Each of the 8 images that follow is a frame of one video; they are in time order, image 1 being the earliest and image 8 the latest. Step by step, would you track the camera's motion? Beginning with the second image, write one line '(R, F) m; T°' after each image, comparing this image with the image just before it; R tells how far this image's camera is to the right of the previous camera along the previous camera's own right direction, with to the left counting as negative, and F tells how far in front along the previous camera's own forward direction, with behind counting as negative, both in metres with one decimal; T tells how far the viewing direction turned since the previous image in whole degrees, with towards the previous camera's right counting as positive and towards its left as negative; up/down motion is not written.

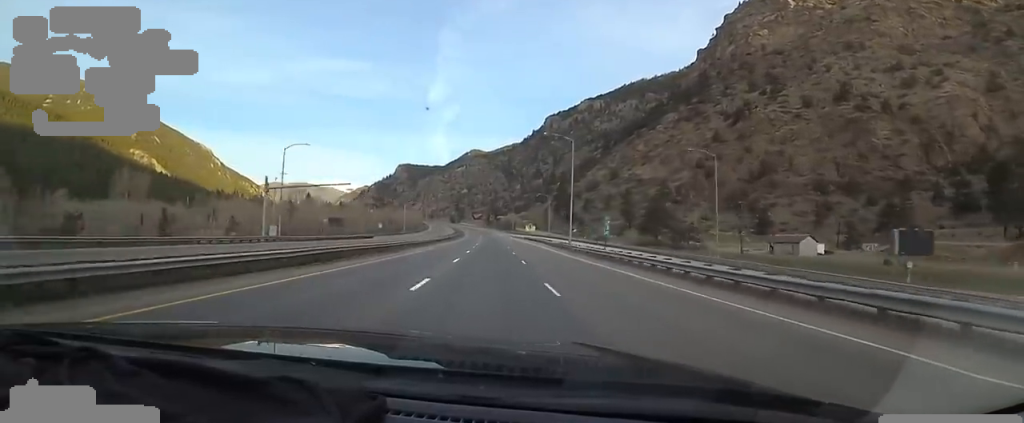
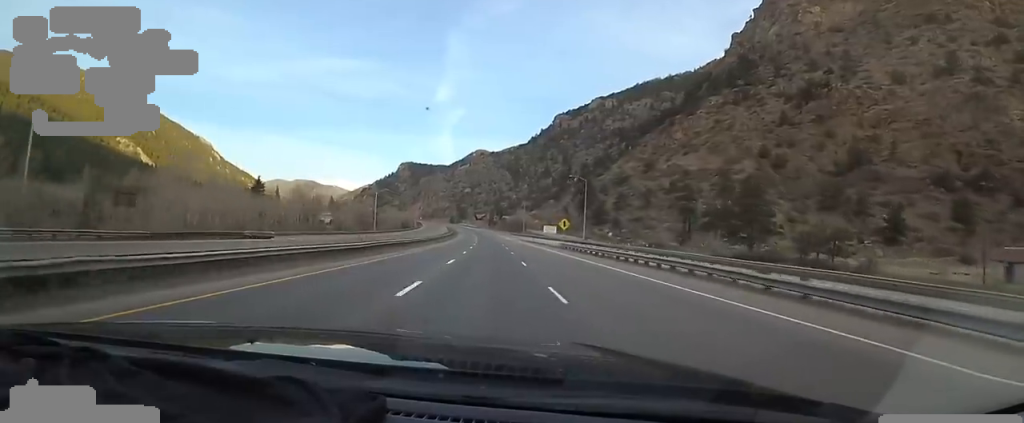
(-3.5, +51.4) m; -6°
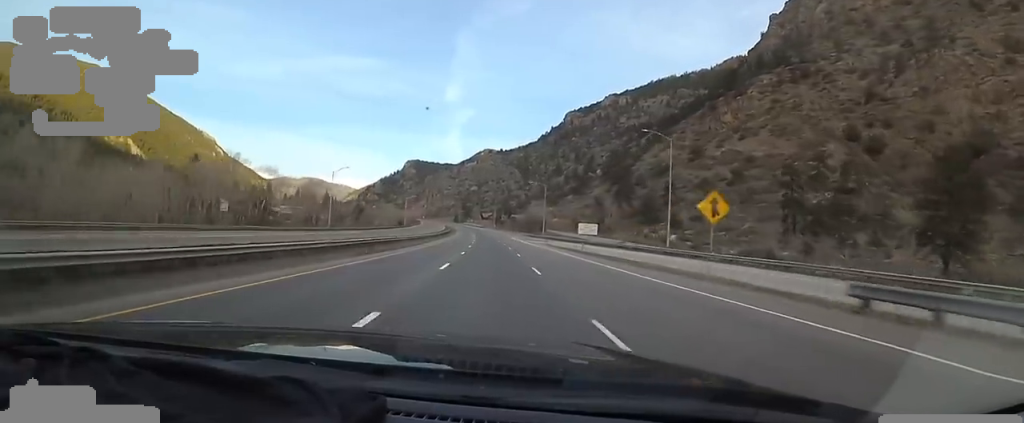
(+0.4, +41.5) m; +2°
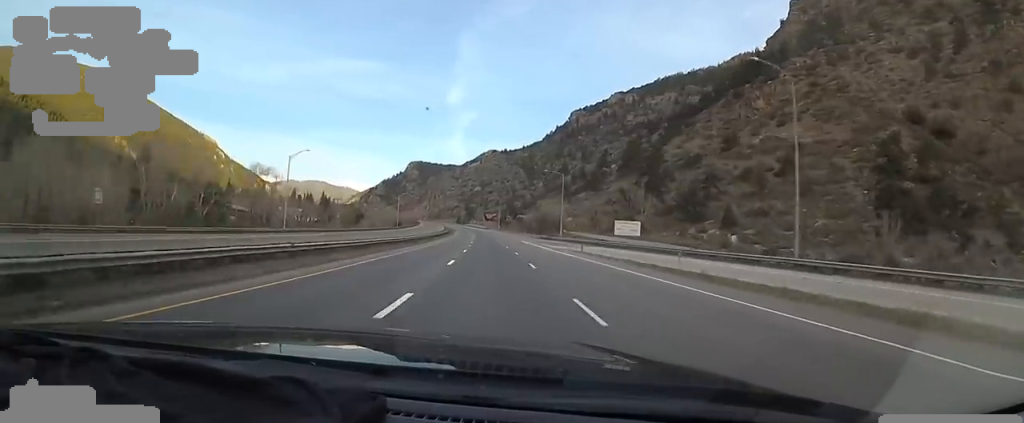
(+0.2, +21.6) m; -1°
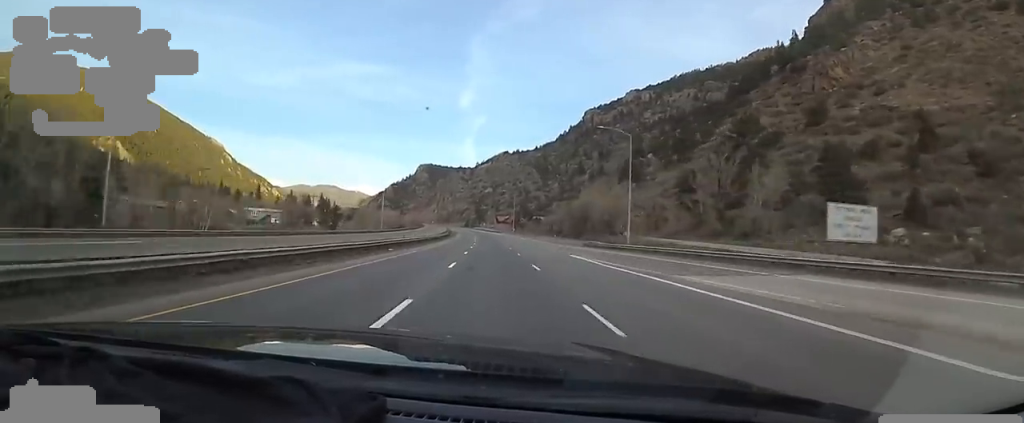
(-1.0, +36.7) m; -1°
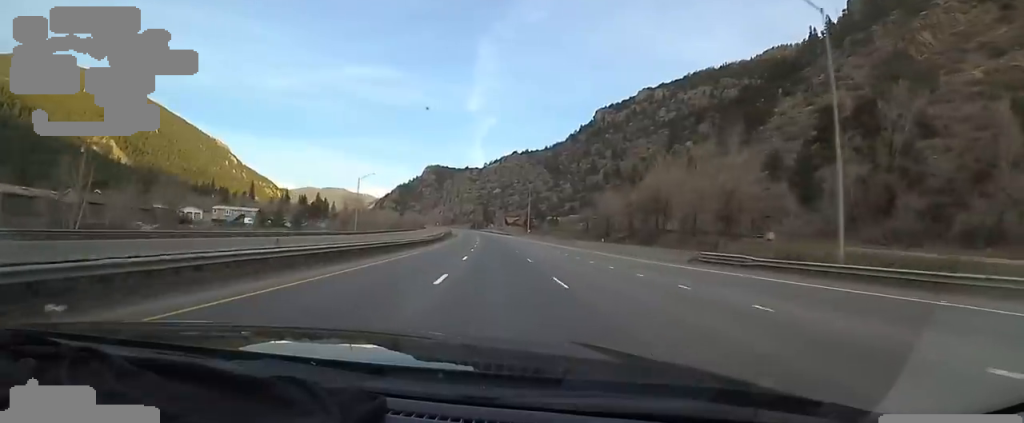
(+0.5, +29.6) m; 0°
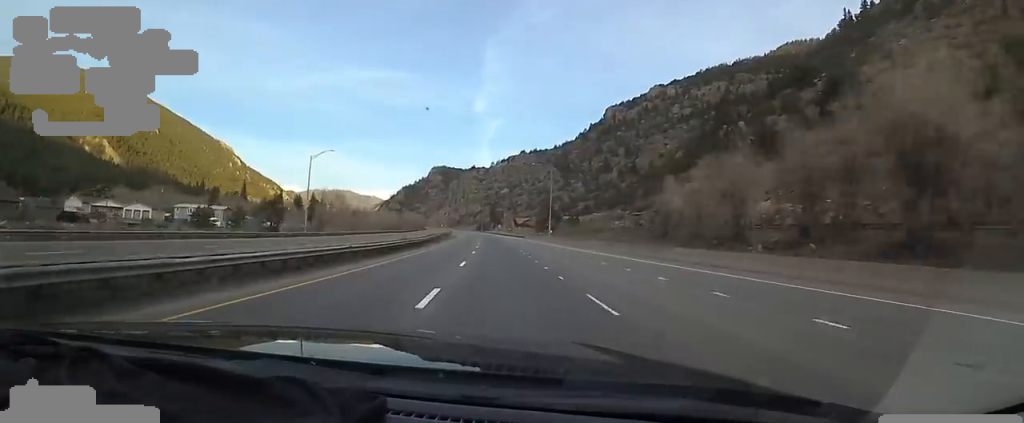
(-0.5, +28.7) m; -2°
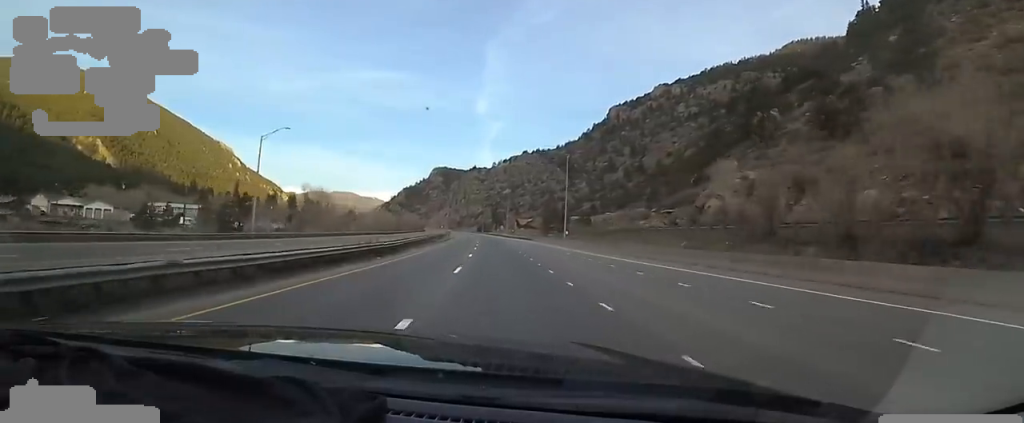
(-0.3, +15.4) m; -1°
